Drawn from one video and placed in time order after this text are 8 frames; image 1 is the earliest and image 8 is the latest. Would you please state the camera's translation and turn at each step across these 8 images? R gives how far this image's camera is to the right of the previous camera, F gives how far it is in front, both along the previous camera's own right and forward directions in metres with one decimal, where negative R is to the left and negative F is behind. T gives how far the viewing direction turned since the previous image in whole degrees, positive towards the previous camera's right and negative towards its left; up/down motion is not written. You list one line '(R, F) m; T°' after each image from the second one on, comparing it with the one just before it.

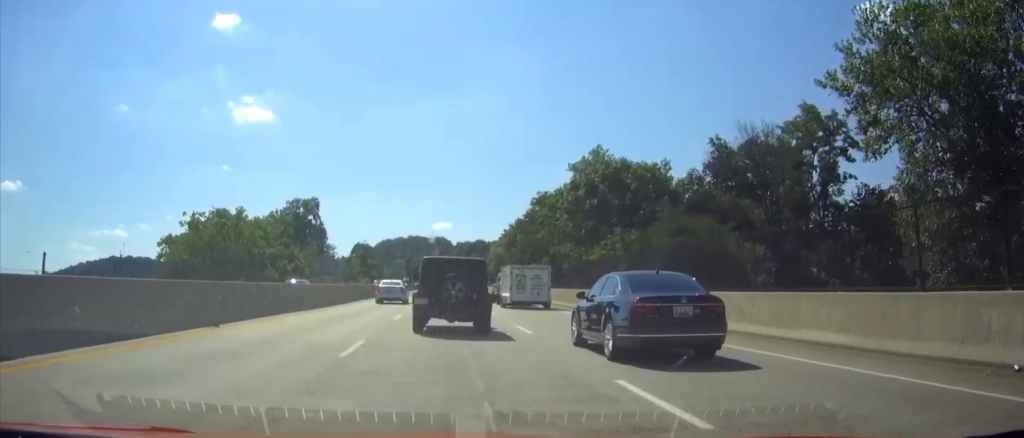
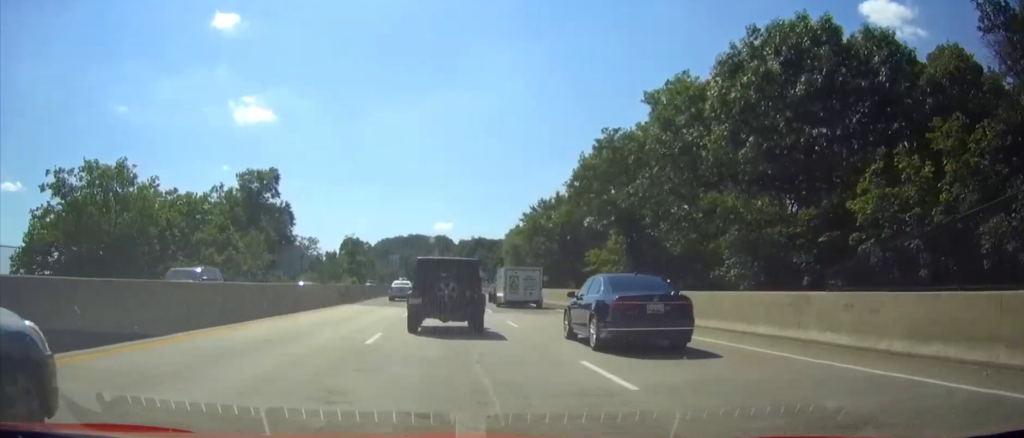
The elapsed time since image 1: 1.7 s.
(0.0, +34.1) m; 0°
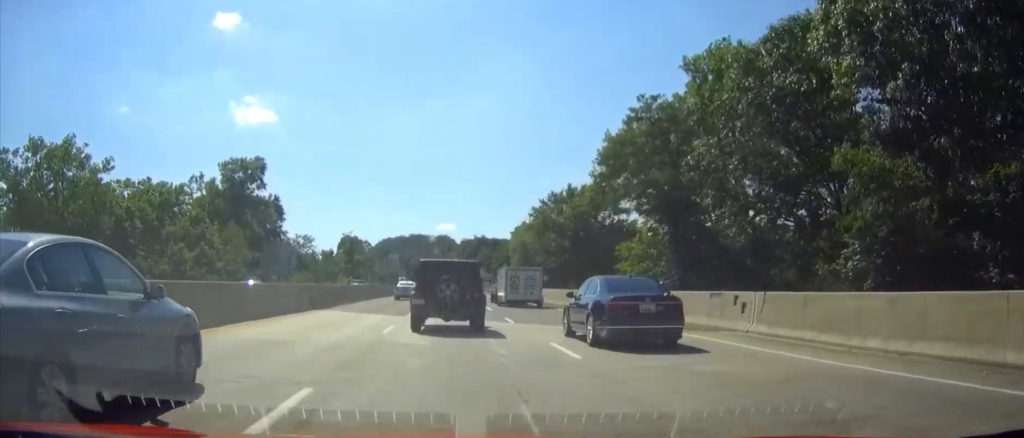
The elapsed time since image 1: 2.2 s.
(0.0, +9.2) m; 0°
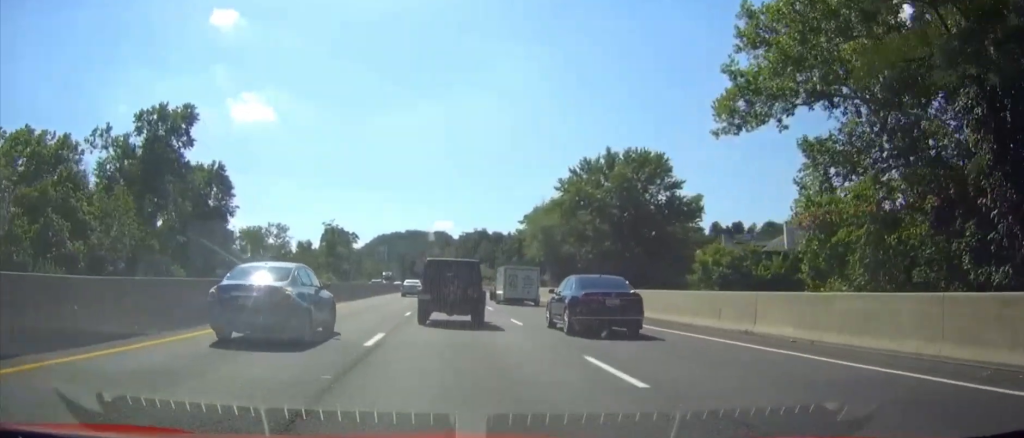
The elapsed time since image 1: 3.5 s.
(+0.1, +26.6) m; +1°
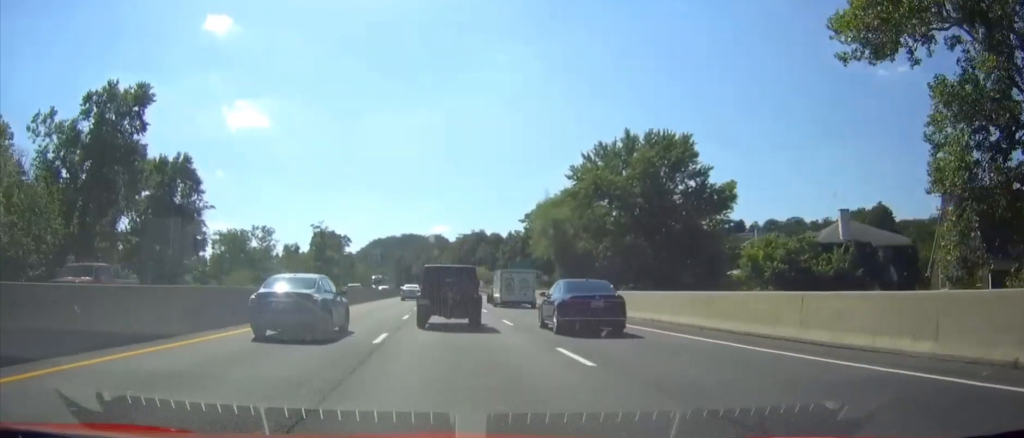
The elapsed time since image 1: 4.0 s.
(+0.1, +10.1) m; 0°
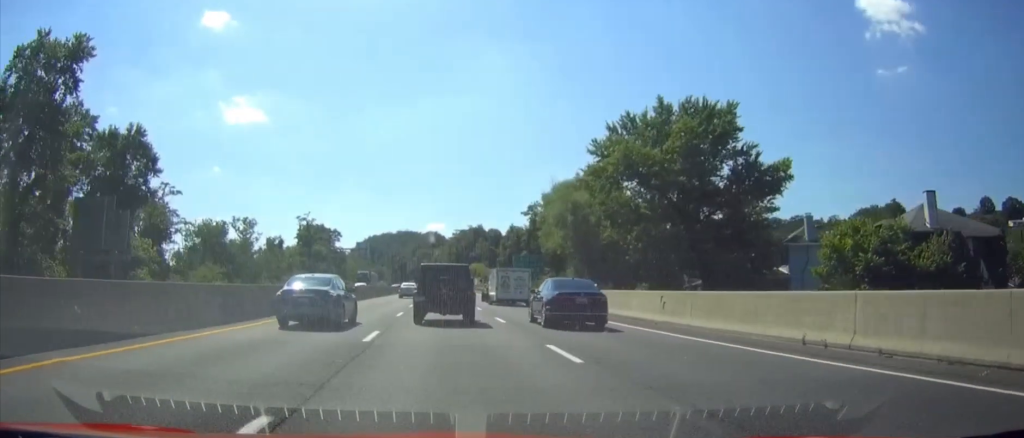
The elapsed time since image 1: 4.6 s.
(0.0, +11.6) m; 0°
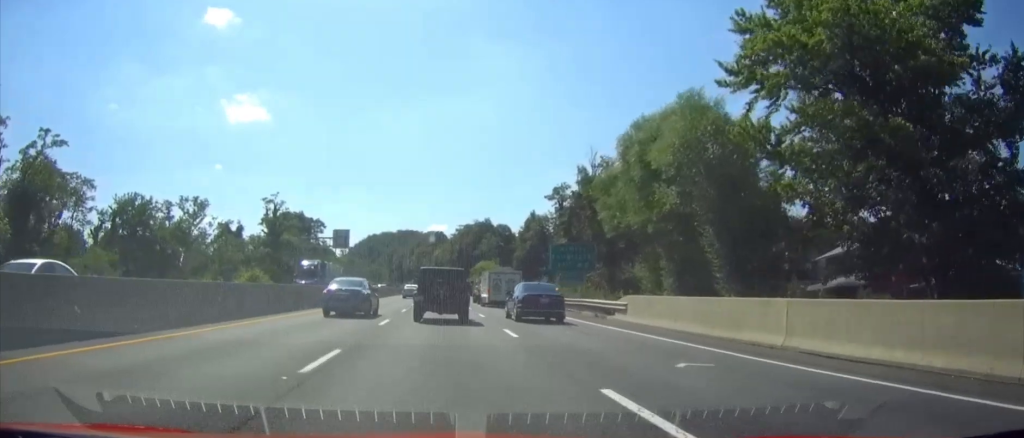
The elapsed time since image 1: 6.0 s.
(0.0, +29.4) m; 0°
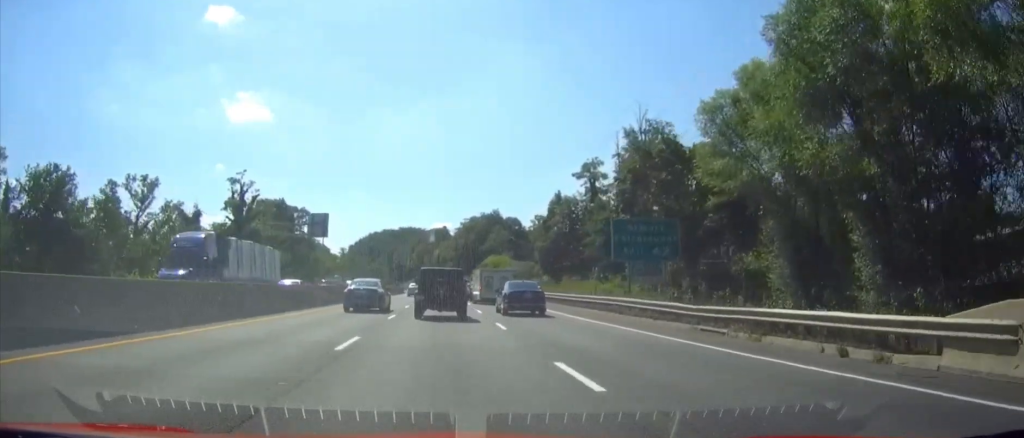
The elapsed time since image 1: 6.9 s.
(0.0, +21.0) m; 0°
